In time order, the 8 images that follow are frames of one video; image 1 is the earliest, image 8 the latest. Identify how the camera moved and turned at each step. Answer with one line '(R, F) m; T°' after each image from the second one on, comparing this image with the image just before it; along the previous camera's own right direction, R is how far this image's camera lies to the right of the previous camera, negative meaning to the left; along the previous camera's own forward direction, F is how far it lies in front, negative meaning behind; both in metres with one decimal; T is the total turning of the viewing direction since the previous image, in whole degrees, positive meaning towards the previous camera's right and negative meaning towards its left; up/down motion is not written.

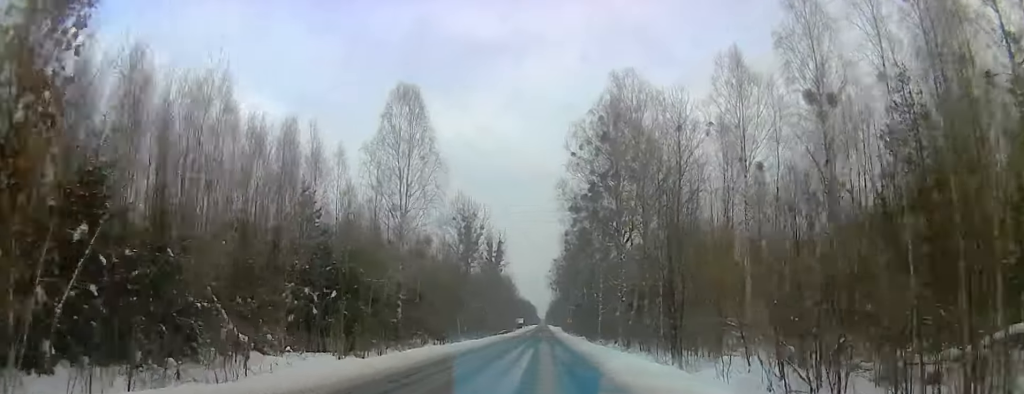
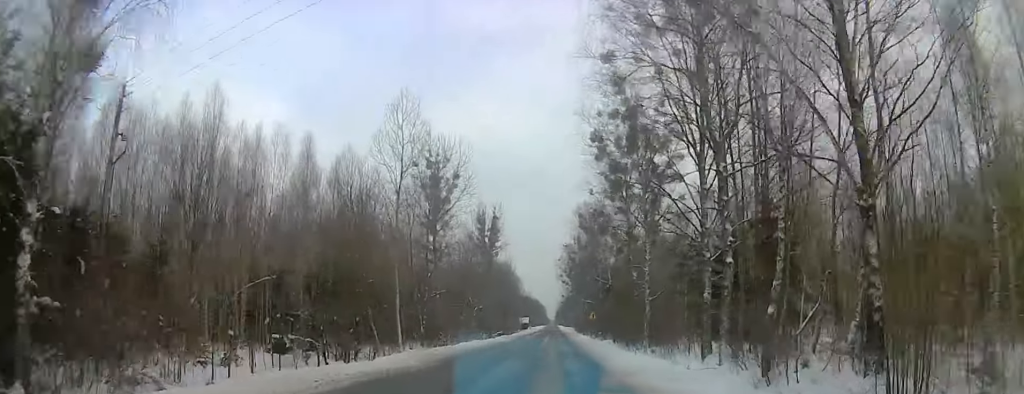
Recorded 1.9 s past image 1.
(-0.1, +36.5) m; 0°
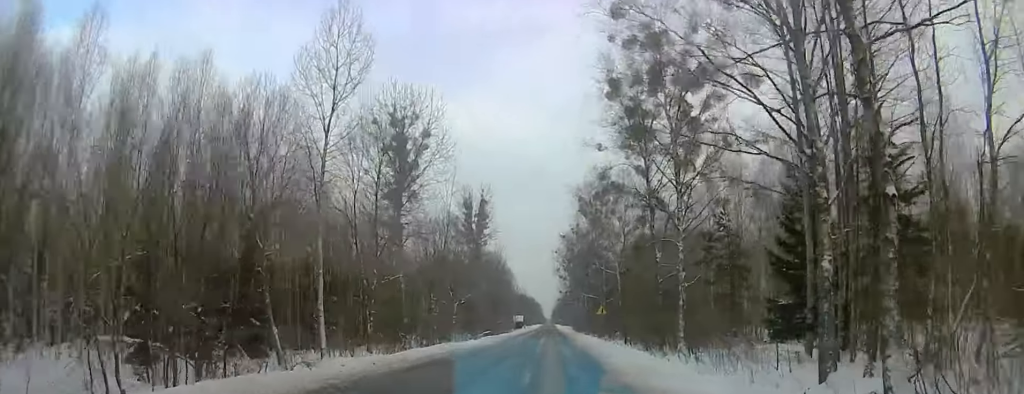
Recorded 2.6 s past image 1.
(0.0, +14.3) m; 0°
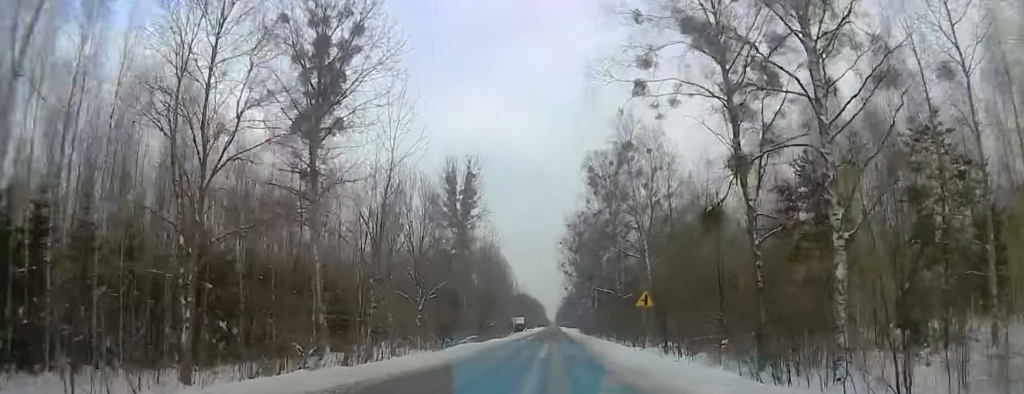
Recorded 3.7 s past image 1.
(+0.1, +20.9) m; 0°
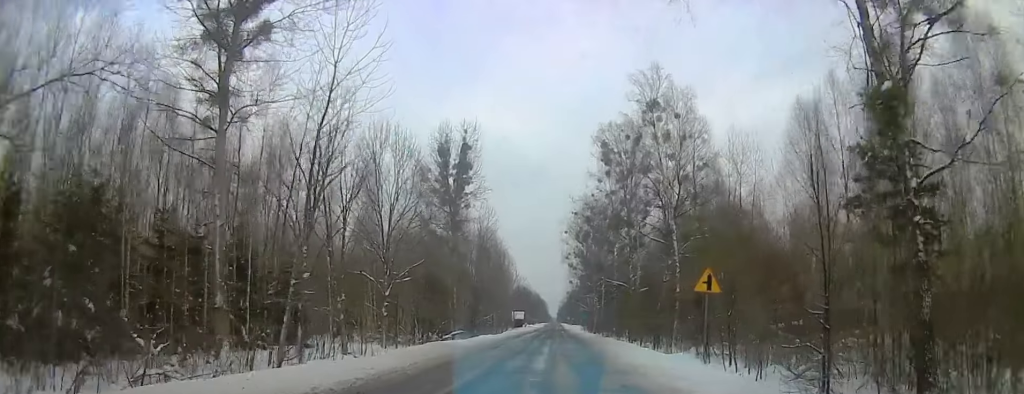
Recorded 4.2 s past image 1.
(+0.1, +11.2) m; 0°
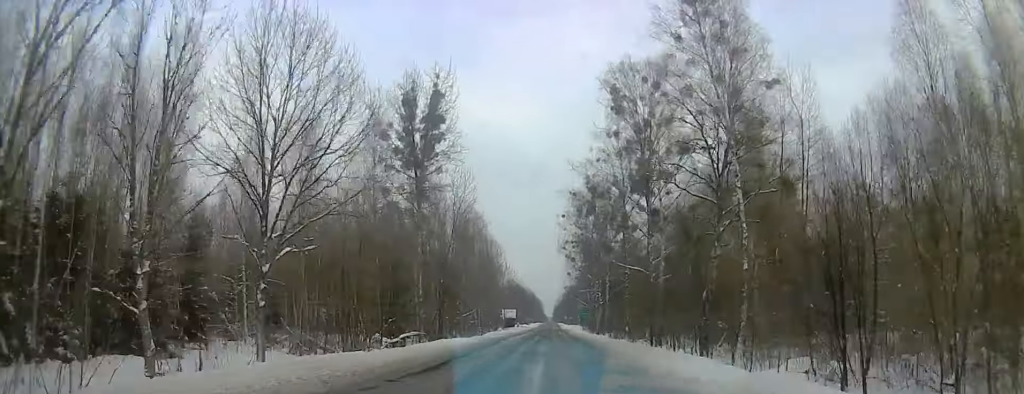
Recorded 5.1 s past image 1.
(-0.1, +17.1) m; 0°
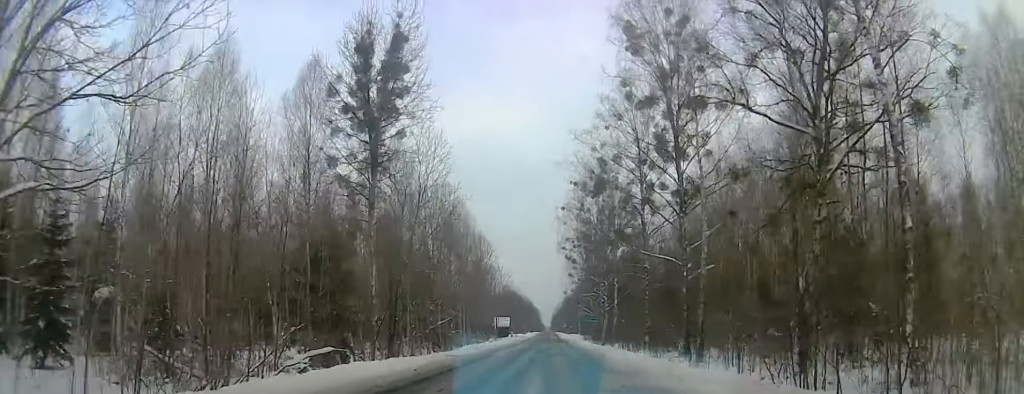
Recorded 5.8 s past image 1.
(+0.1, +14.5) m; 0°
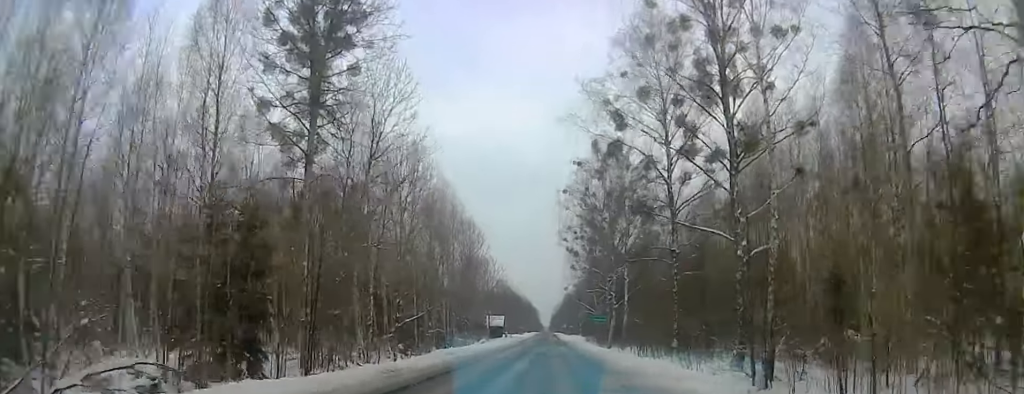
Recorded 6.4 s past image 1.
(0.0, +11.9) m; 0°
